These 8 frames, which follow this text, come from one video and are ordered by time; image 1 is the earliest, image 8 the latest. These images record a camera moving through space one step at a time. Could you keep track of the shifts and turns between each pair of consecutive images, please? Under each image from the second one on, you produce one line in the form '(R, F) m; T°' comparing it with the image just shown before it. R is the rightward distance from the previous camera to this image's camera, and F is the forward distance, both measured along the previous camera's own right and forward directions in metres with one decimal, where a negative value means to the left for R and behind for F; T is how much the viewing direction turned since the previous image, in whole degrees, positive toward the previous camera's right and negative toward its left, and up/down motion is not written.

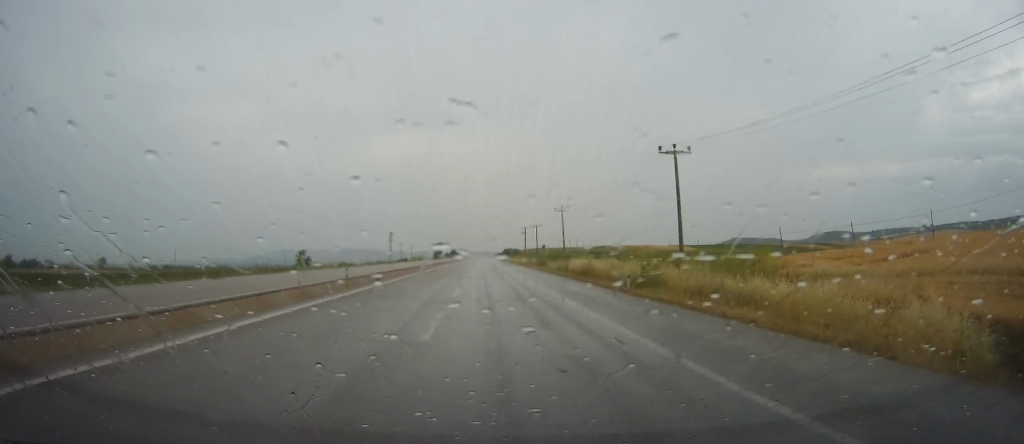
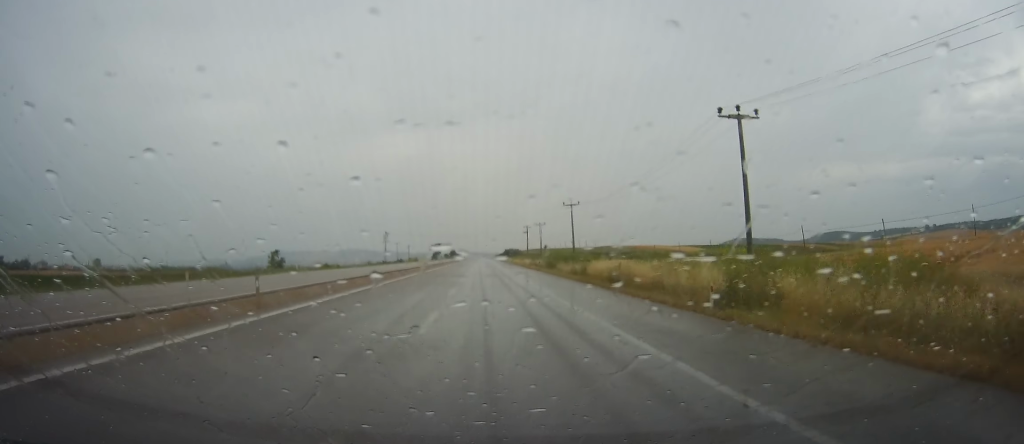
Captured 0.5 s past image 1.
(+0.1, +11.2) m; 0°
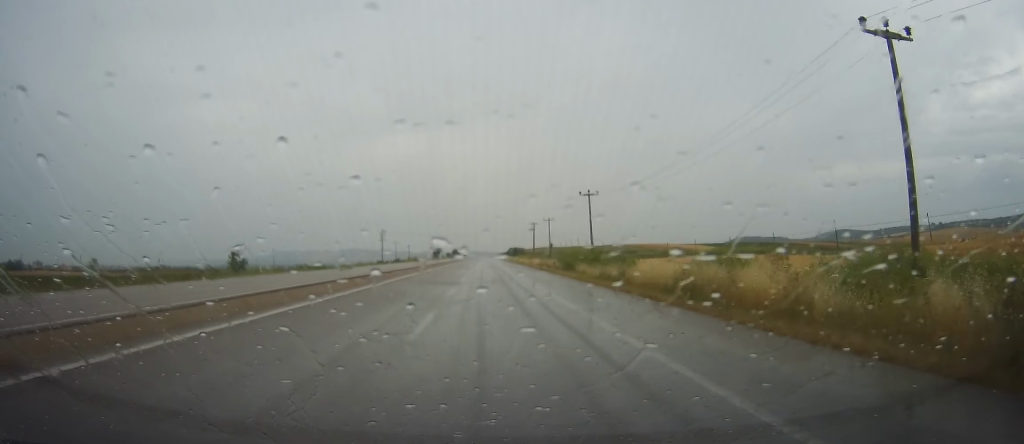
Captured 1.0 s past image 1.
(+0.3, +12.2) m; 0°
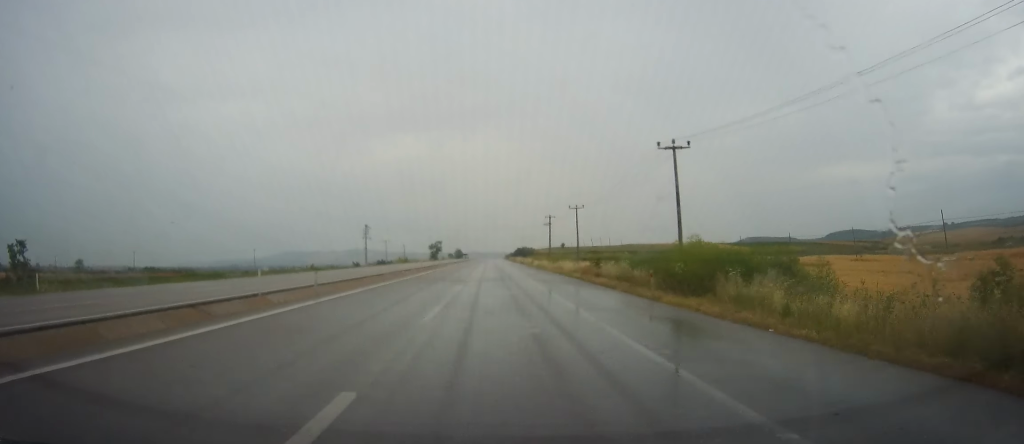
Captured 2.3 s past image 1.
(-0.3, +31.8) m; 0°
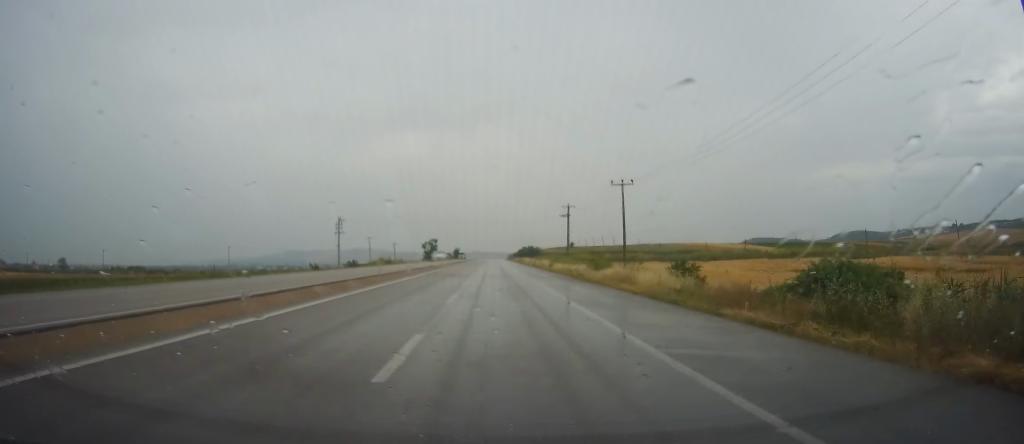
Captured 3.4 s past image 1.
(0.0, +28.9) m; -1°
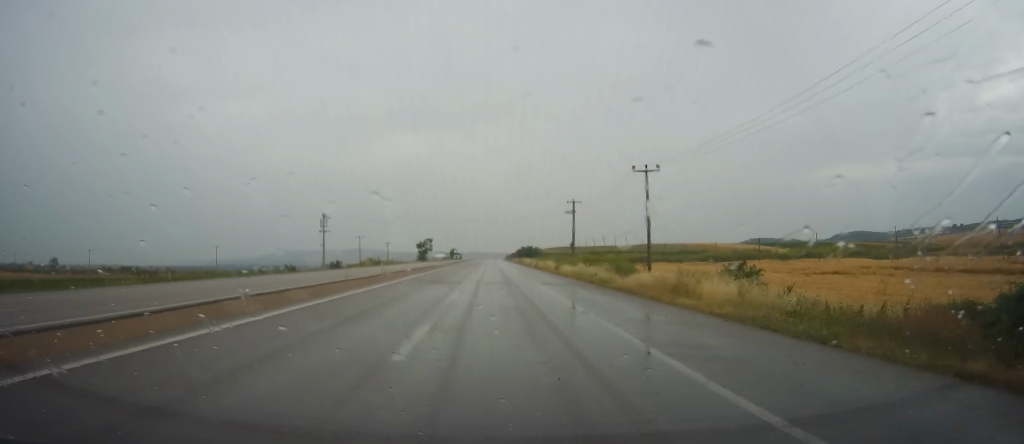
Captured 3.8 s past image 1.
(-0.3, +9.8) m; 0°
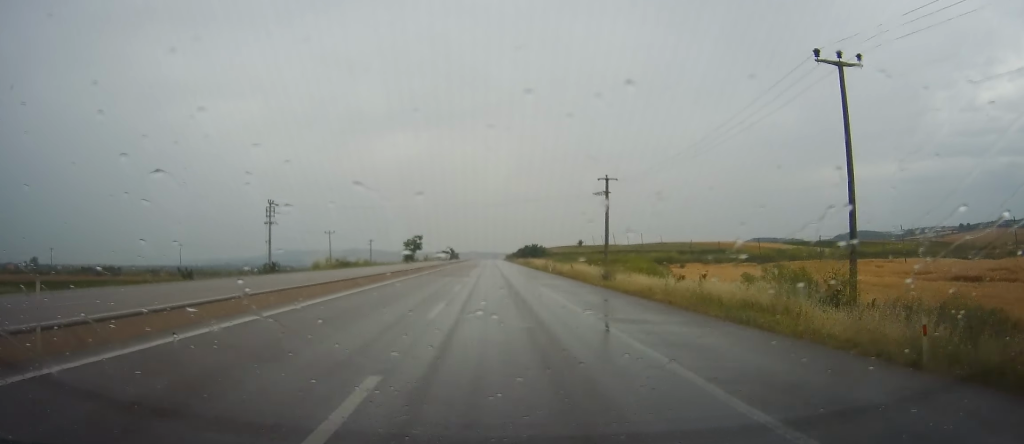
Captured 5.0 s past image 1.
(0.0, +28.4) m; 0°
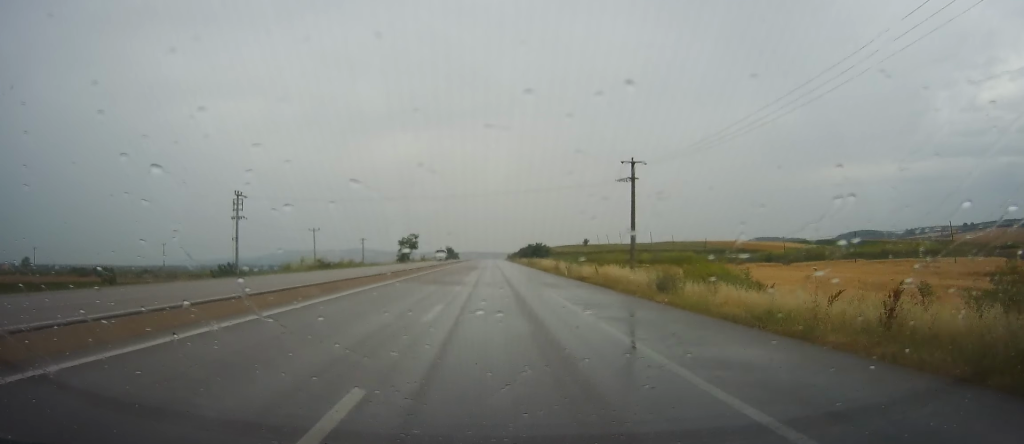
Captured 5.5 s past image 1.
(0.0, +11.9) m; 0°
